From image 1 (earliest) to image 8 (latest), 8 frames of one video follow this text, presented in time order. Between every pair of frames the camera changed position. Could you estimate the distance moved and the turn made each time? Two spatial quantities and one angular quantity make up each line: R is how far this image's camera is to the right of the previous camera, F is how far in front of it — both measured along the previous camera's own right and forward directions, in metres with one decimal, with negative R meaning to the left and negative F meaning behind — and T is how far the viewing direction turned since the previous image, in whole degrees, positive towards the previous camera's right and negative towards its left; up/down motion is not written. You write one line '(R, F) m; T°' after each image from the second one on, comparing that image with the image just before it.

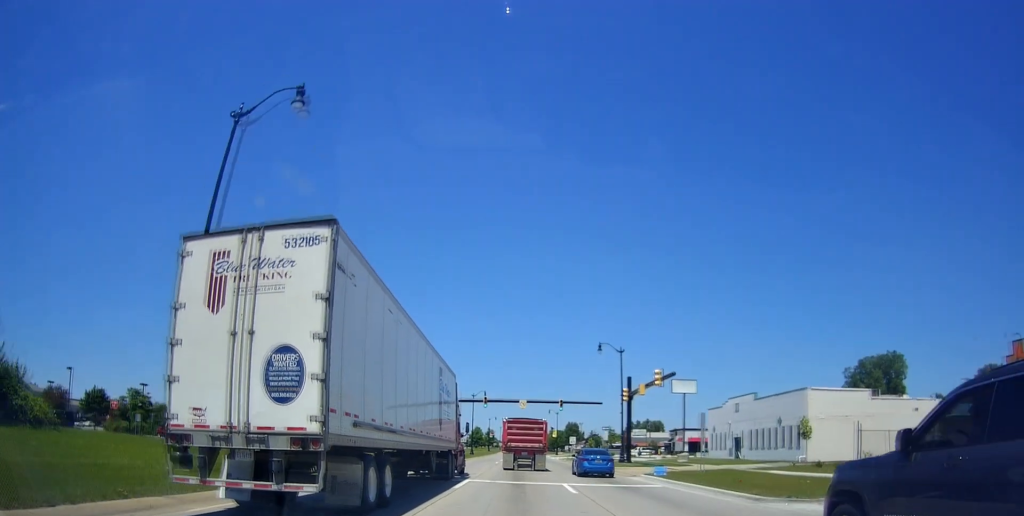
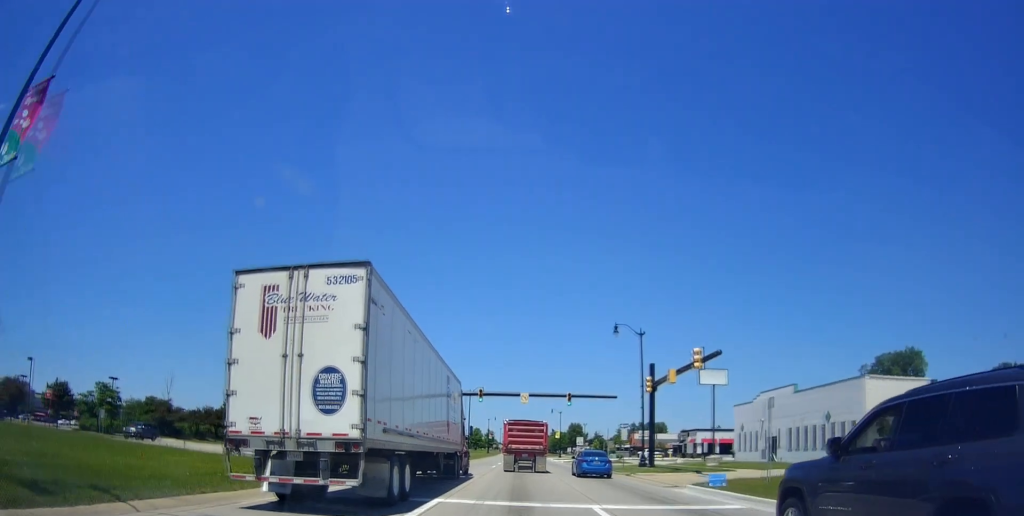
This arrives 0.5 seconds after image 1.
(+0.1, +8.4) m; -1°
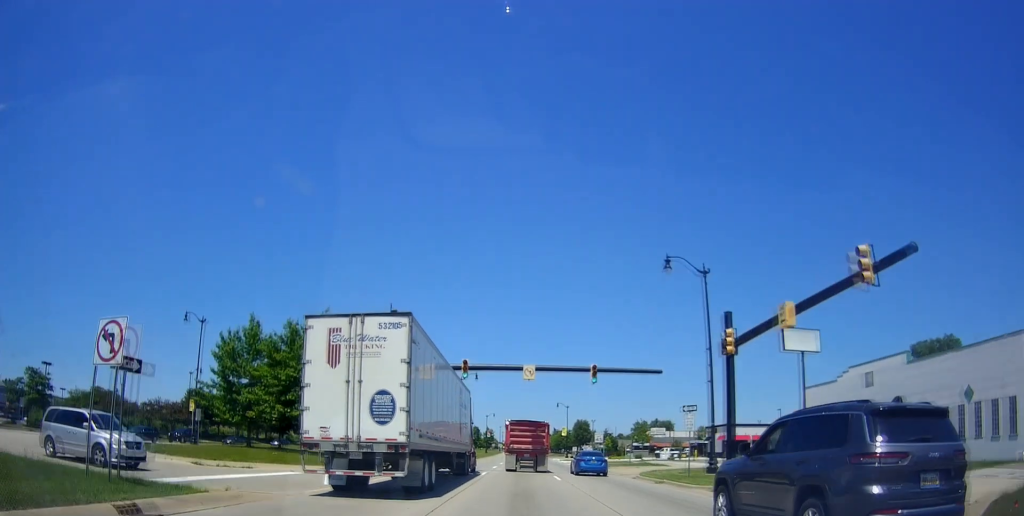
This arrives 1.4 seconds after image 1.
(-0.5, +15.9) m; +1°
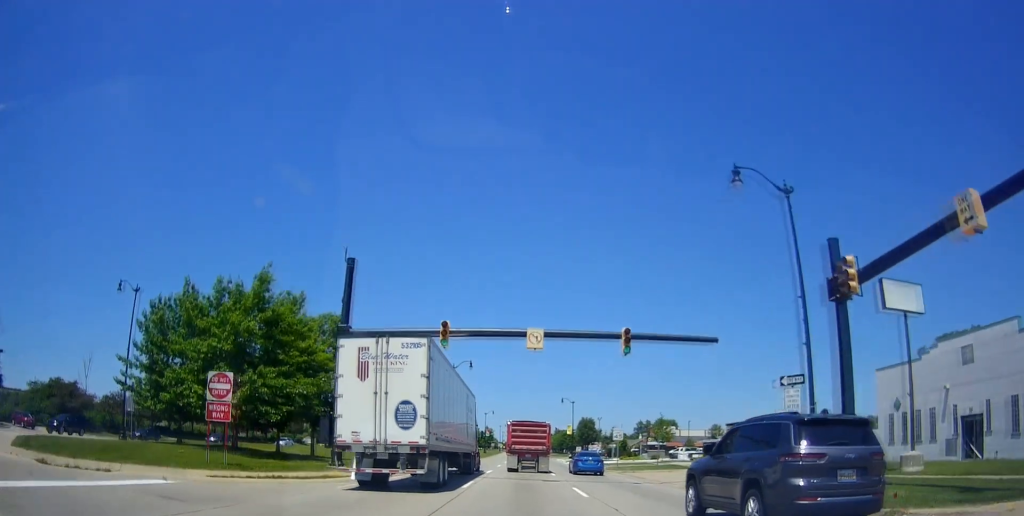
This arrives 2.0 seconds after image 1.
(+0.3, +10.3) m; +1°
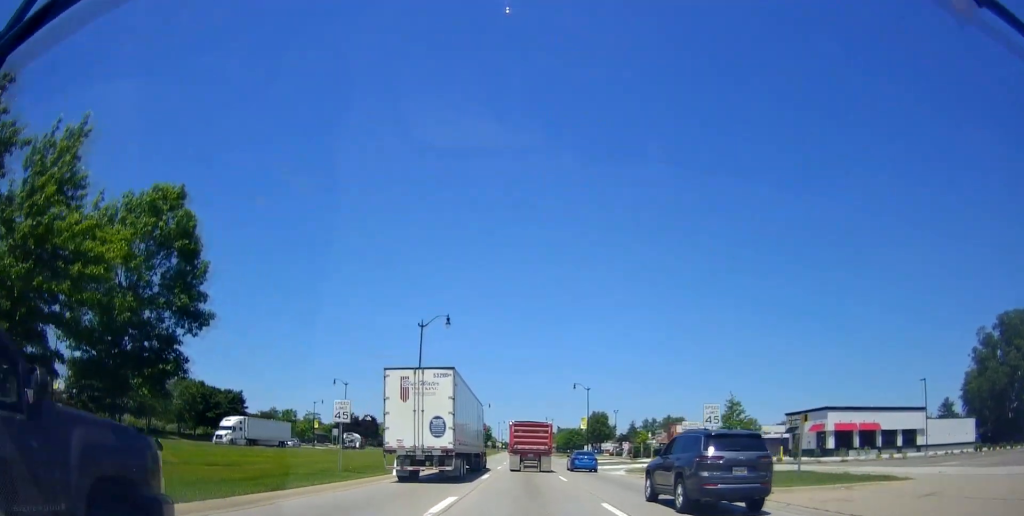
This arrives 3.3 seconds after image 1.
(+0.5, +22.2) m; -1°
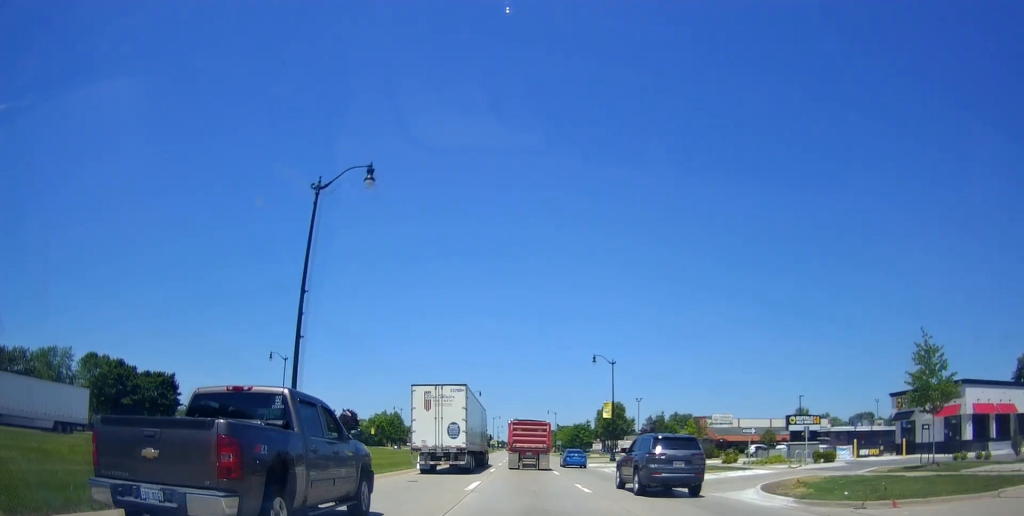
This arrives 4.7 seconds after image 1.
(-0.7, +23.7) m; 0°
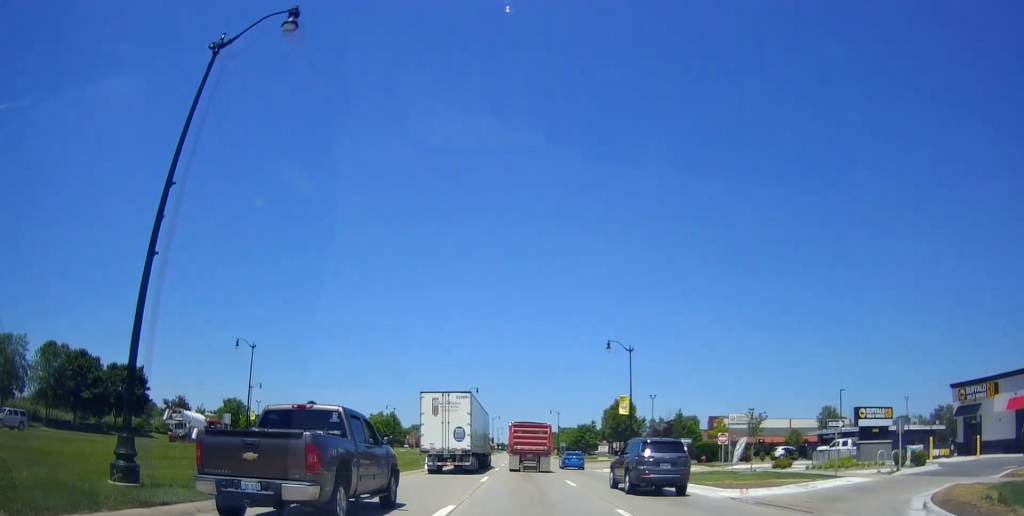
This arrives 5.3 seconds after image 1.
(+0.4, +9.1) m; +1°
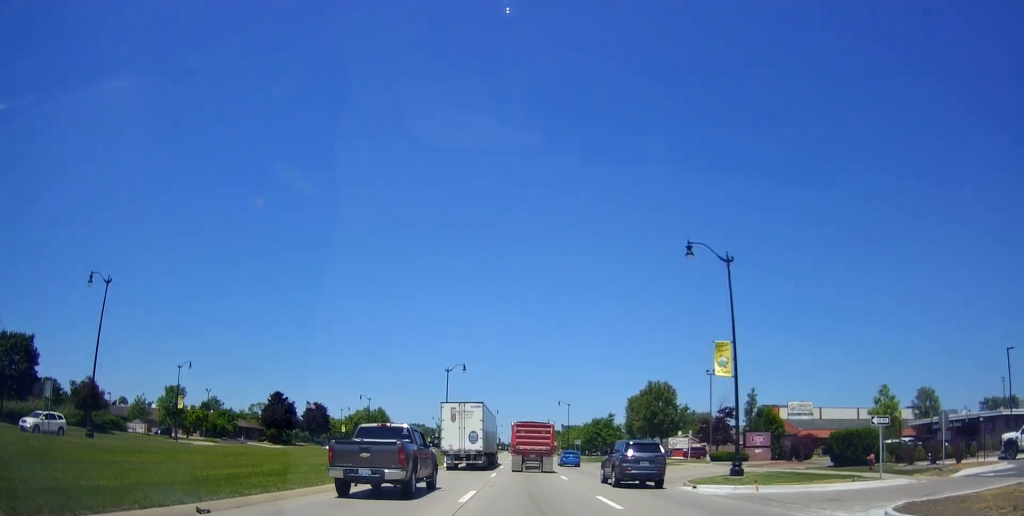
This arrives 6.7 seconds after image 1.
(0.0, +24.4) m; +1°
